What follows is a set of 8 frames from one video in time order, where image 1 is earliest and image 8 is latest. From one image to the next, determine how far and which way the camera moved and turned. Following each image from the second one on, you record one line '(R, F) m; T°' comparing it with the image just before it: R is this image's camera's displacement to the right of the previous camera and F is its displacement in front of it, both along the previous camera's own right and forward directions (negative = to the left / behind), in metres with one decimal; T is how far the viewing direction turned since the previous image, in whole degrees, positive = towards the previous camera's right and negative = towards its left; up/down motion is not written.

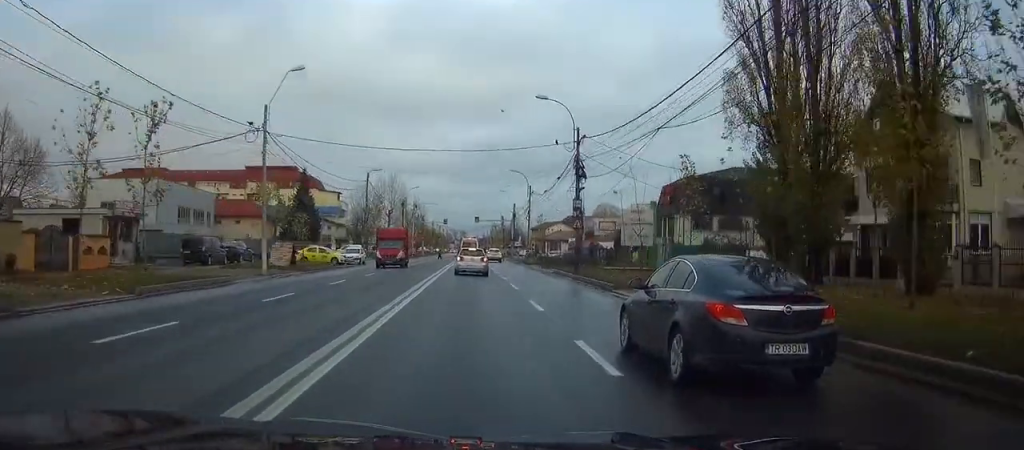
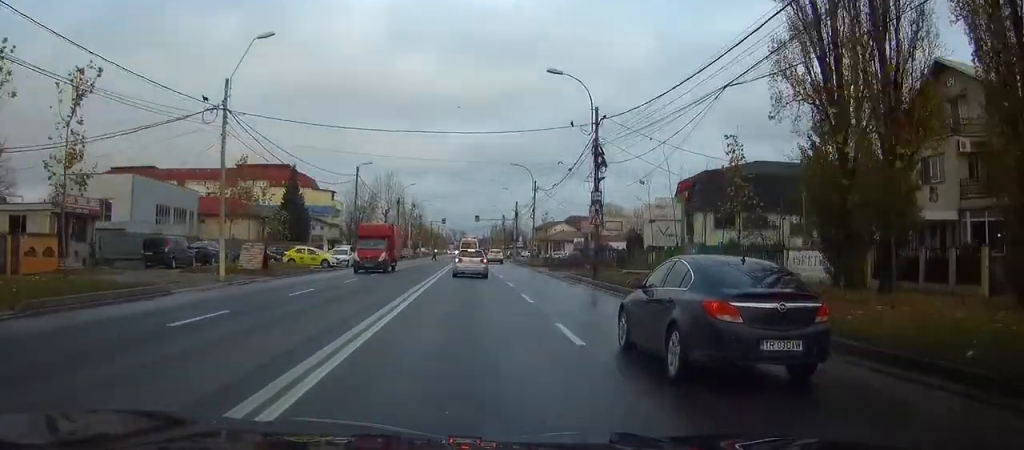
(0.0, +6.4) m; 0°
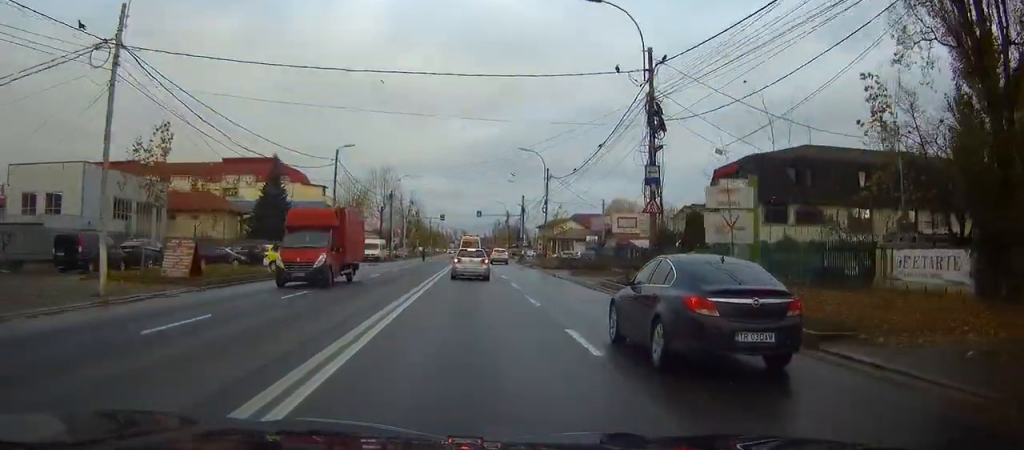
(0.0, +10.8) m; 0°
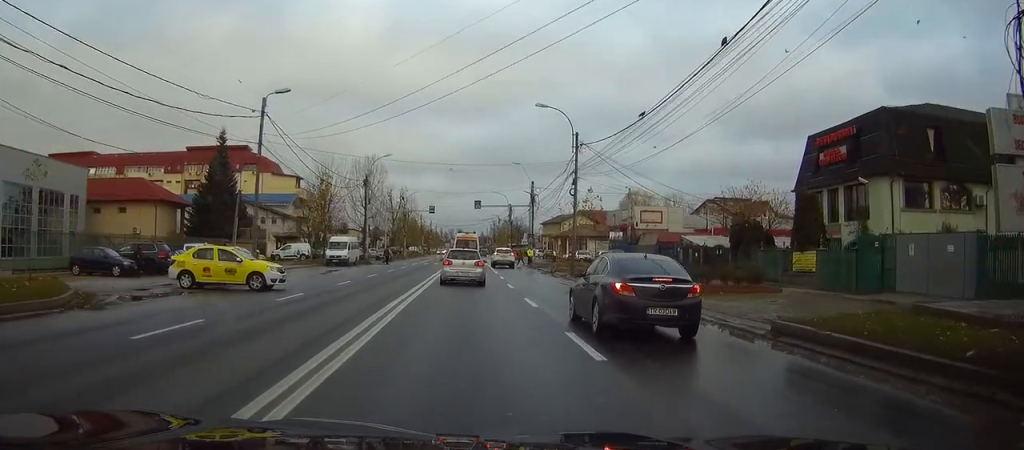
(-0.2, +19.9) m; -1°
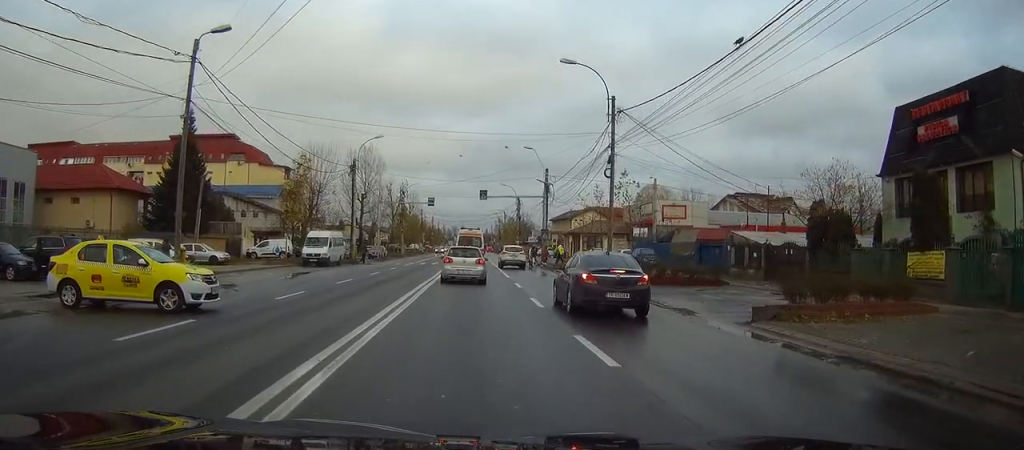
(+0.1, +11.1) m; +2°
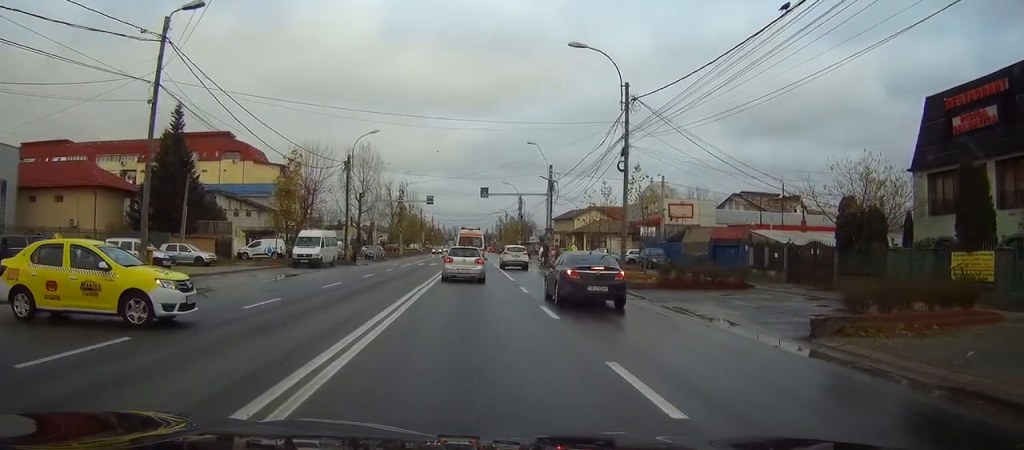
(0.0, +3.4) m; +4°
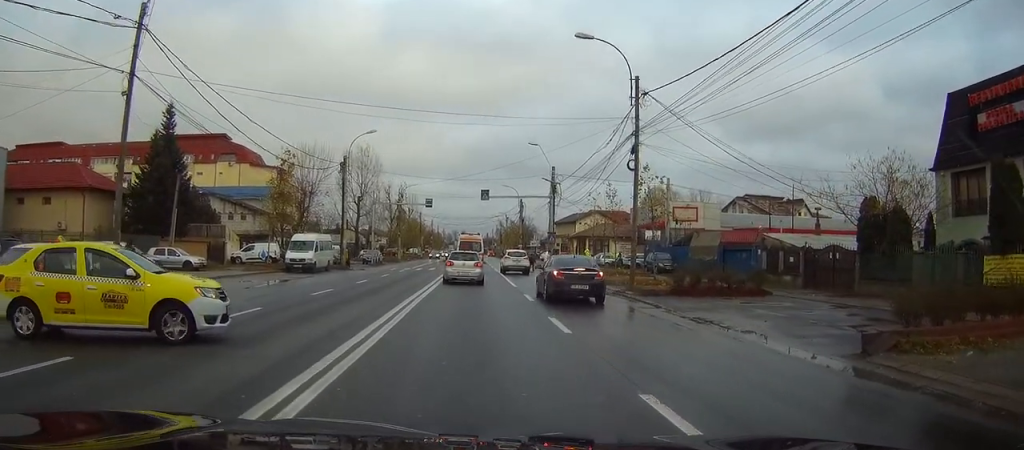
(+0.1, +2.6) m; +5°
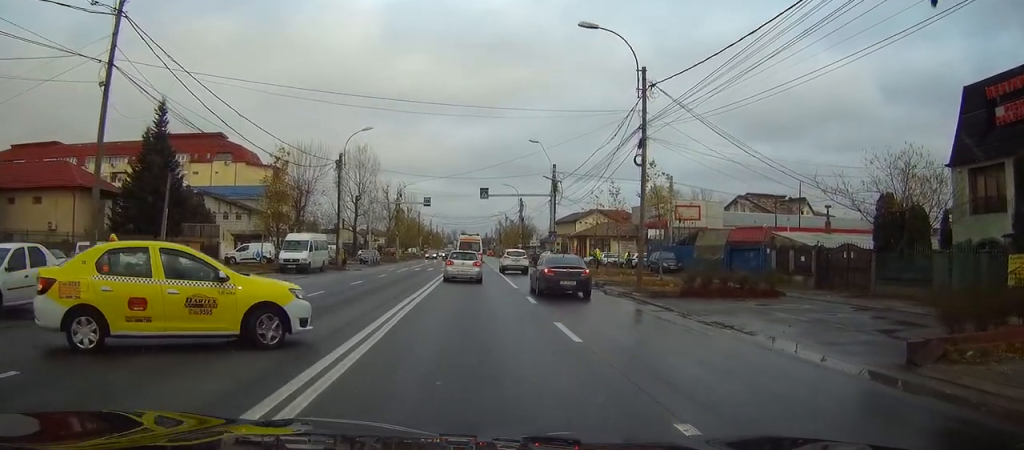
(+0.2, +1.7) m; +5°
